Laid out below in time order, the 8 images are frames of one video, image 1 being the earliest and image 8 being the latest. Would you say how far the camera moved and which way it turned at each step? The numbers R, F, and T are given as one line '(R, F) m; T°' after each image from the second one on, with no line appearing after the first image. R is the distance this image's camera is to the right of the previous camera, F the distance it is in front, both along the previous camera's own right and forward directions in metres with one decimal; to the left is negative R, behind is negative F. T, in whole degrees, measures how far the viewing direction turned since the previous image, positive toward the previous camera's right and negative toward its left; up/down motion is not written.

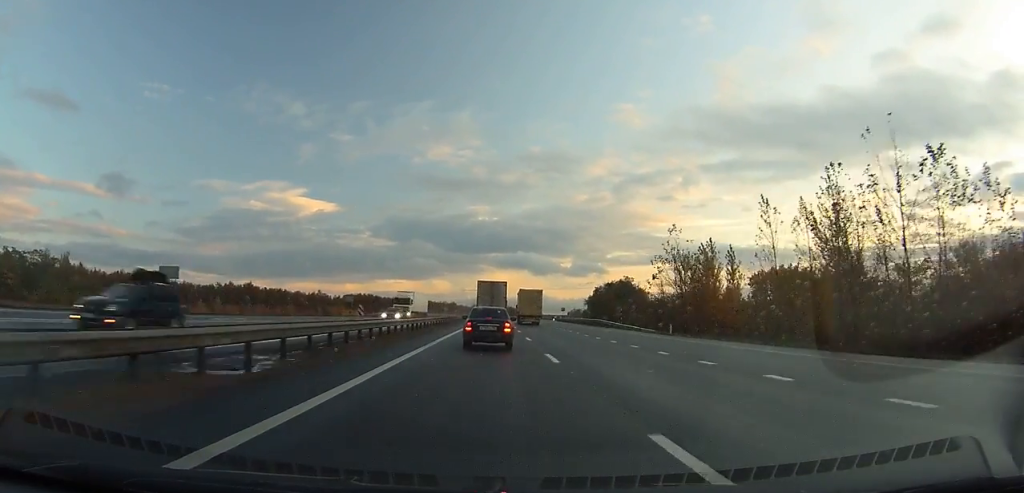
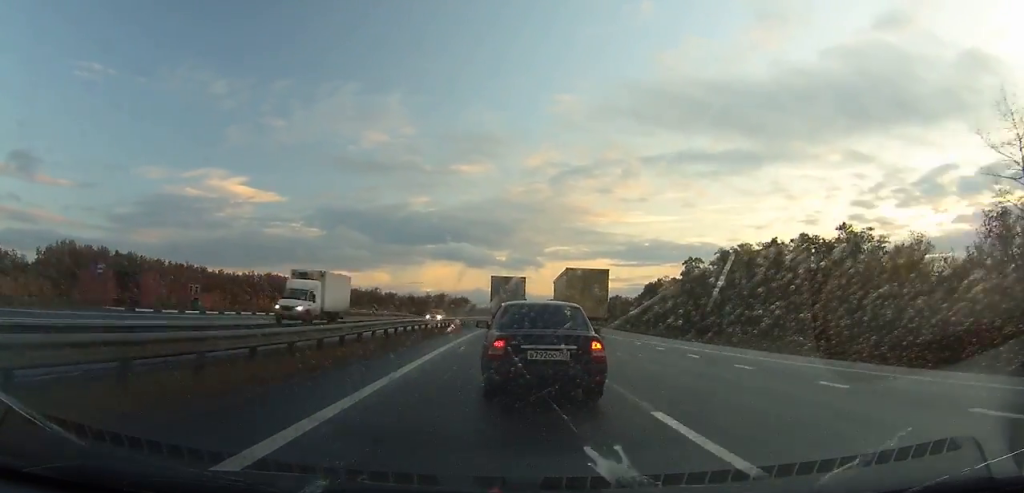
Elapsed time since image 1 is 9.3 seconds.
(+8.0, +189.1) m; +6°
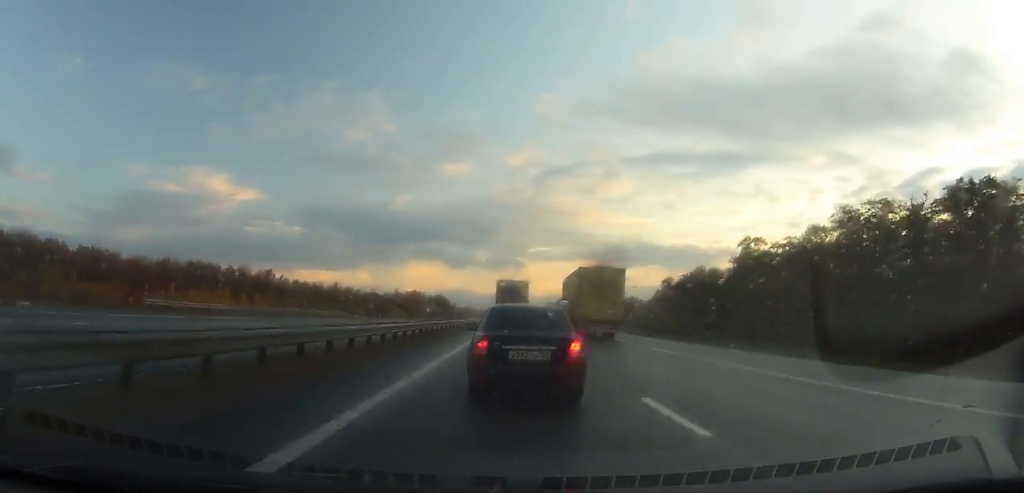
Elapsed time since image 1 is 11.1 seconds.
(+0.3, +33.7) m; +2°
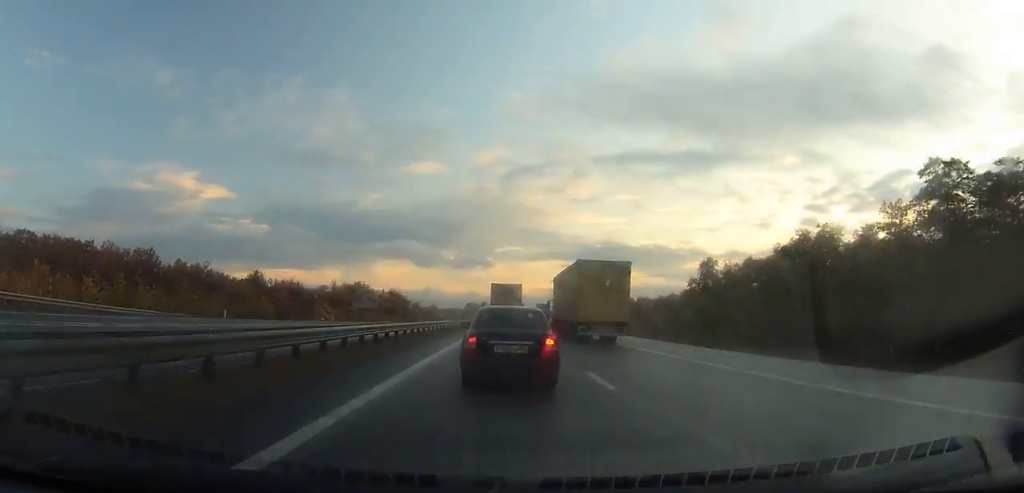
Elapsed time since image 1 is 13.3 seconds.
(+1.3, +40.9) m; +2°
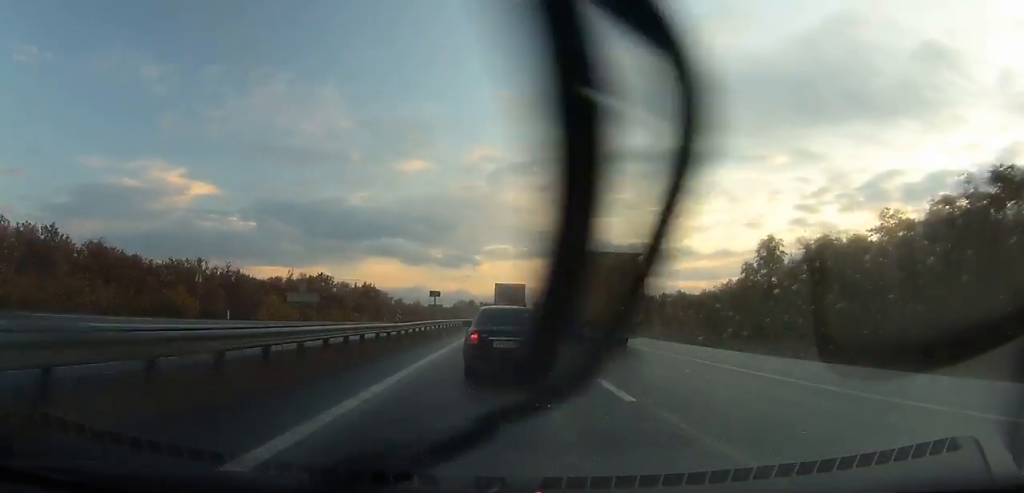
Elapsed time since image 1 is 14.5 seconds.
(+0.4, +22.3) m; +1°
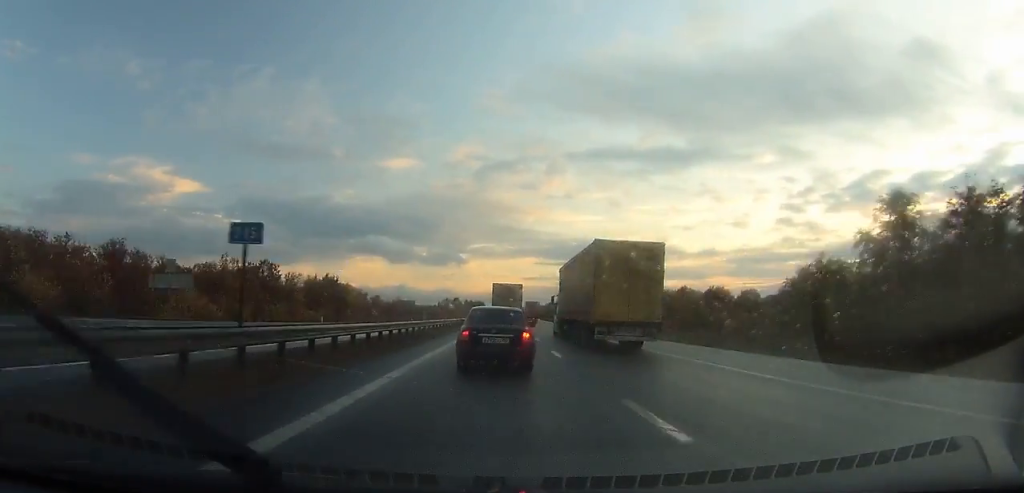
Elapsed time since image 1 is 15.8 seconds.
(+0.3, +24.5) m; +1°
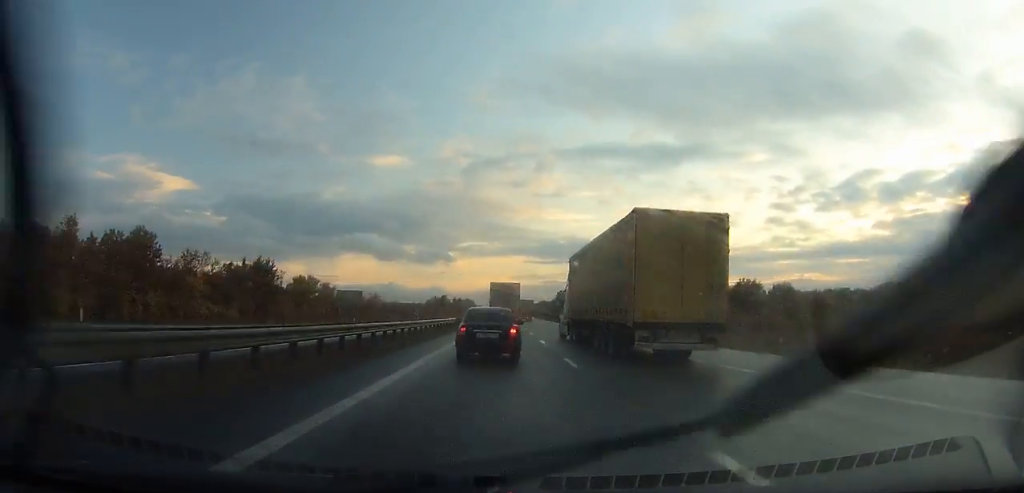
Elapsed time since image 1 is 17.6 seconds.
(0.0, +34.1) m; +1°
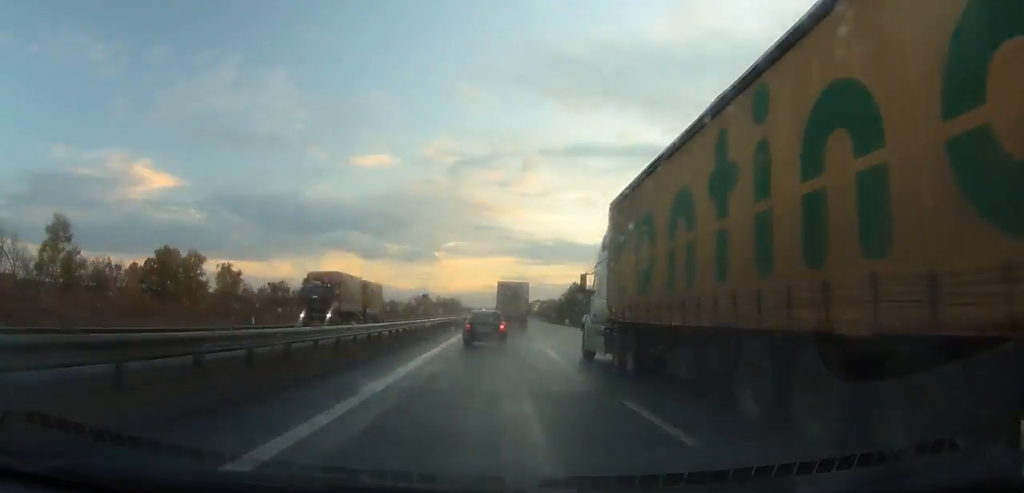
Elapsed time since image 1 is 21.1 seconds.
(+1.2, +73.9) m; +1°
